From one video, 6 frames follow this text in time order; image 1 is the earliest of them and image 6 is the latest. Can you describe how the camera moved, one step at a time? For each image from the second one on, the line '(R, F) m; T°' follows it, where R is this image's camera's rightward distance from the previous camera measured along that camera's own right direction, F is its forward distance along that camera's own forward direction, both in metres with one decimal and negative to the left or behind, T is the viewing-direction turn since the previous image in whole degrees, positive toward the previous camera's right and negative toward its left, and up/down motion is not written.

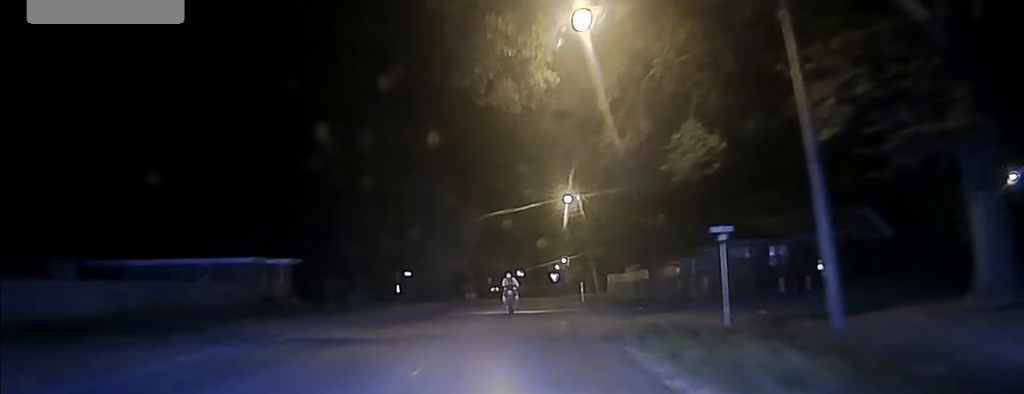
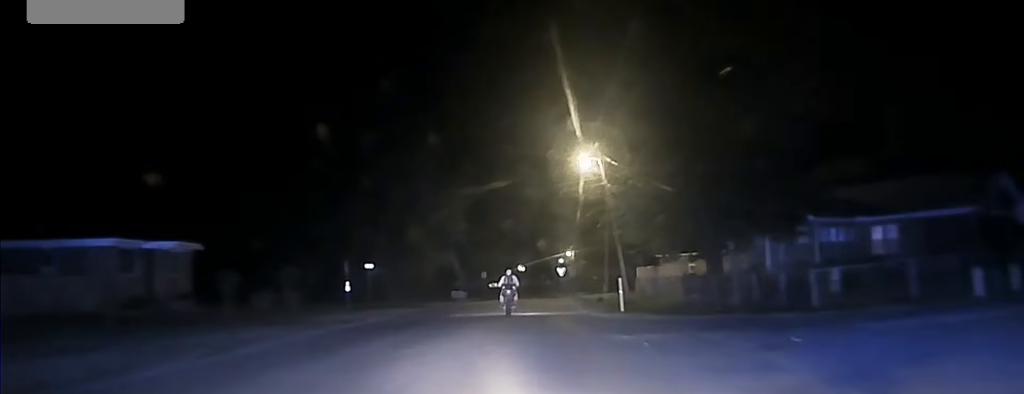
(-0.1, +18.8) m; -1°
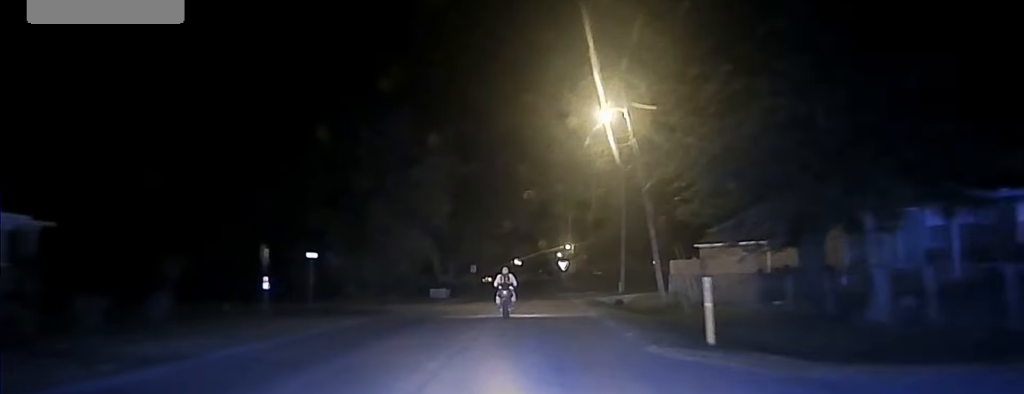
(-0.1, +14.9) m; 0°
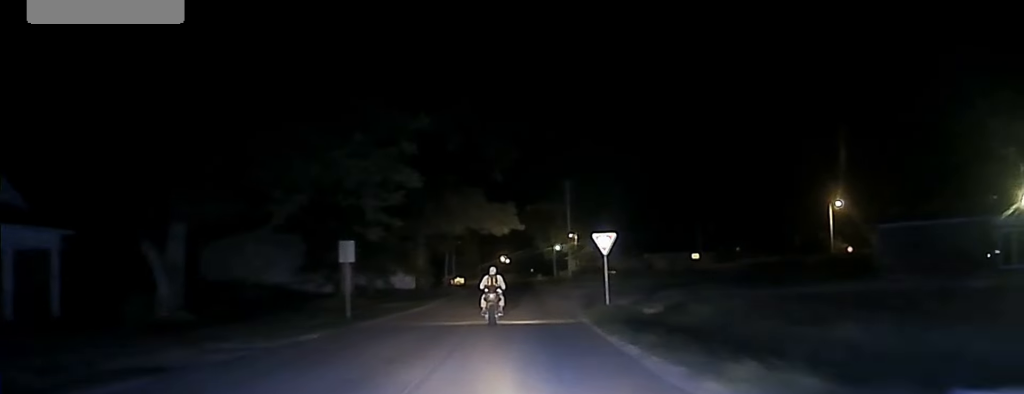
(+1.4, +59.7) m; 0°
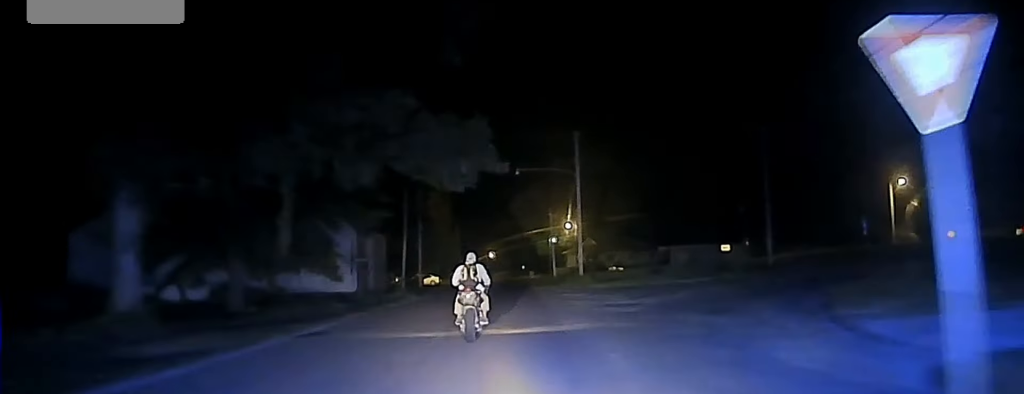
(+0.4, +26.9) m; +1°
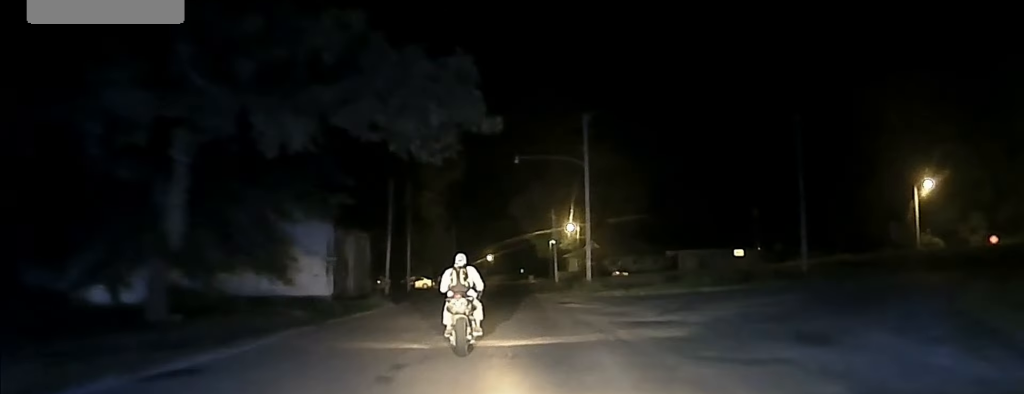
(-0.1, +8.5) m; +1°
